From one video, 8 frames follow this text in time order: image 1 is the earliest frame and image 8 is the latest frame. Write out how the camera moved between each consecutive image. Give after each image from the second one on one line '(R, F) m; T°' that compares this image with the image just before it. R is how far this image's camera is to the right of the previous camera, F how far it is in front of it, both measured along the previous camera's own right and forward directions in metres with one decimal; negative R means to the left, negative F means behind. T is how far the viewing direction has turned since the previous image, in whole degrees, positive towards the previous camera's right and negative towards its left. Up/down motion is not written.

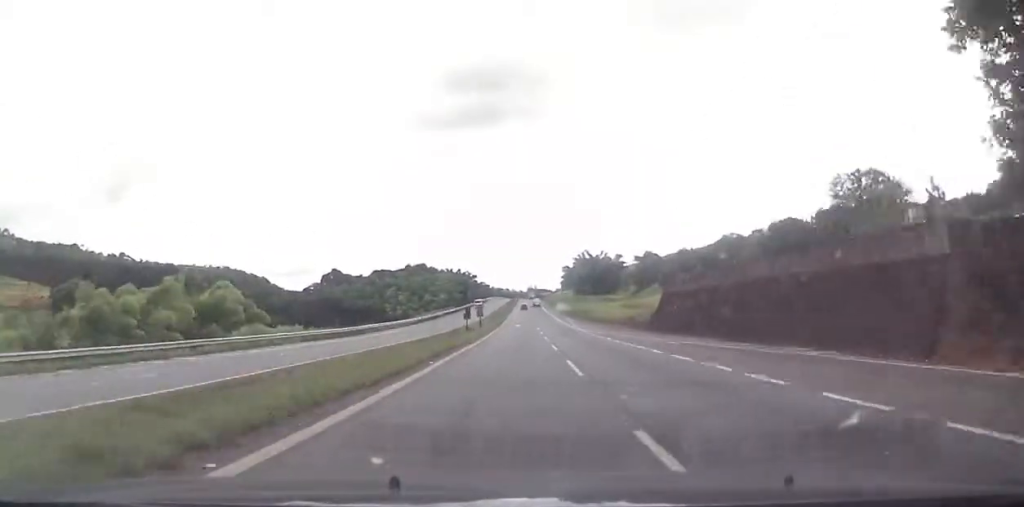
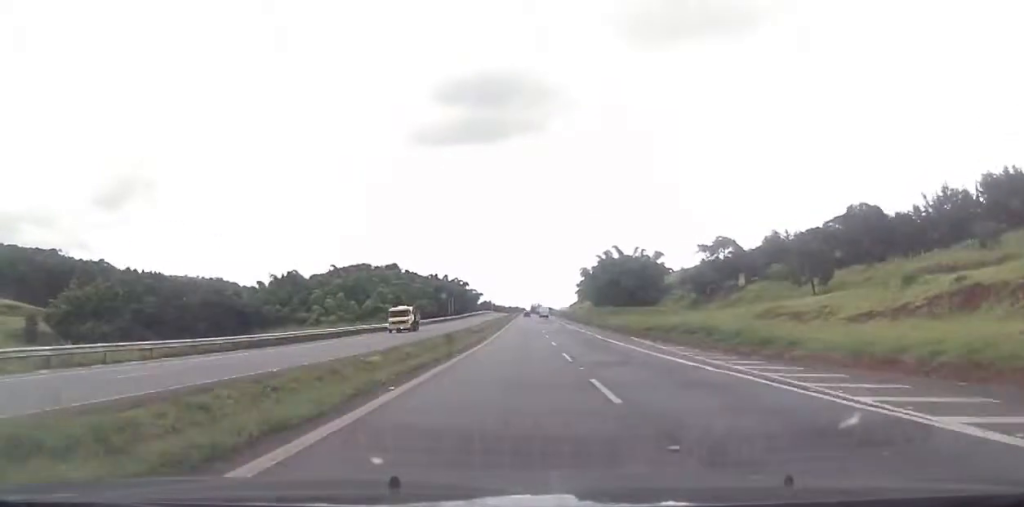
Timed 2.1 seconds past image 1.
(0.0, +75.0) m; 0°
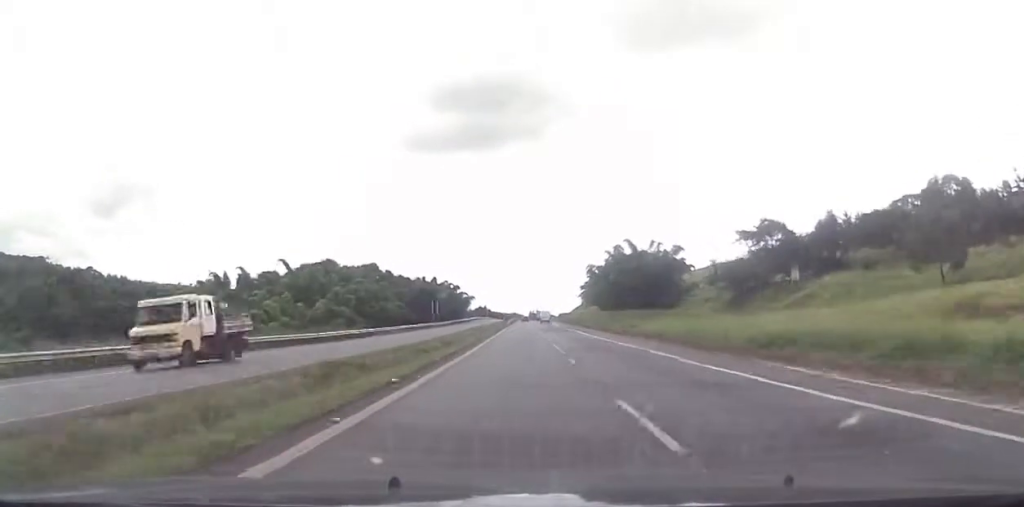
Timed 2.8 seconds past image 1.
(+0.2, +27.9) m; 0°
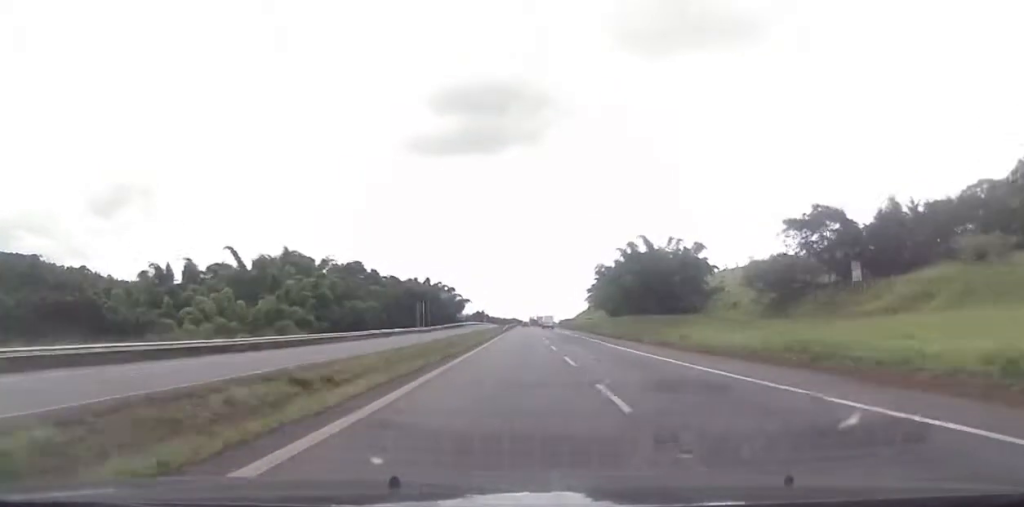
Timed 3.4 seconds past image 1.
(-0.3, +20.6) m; 0°
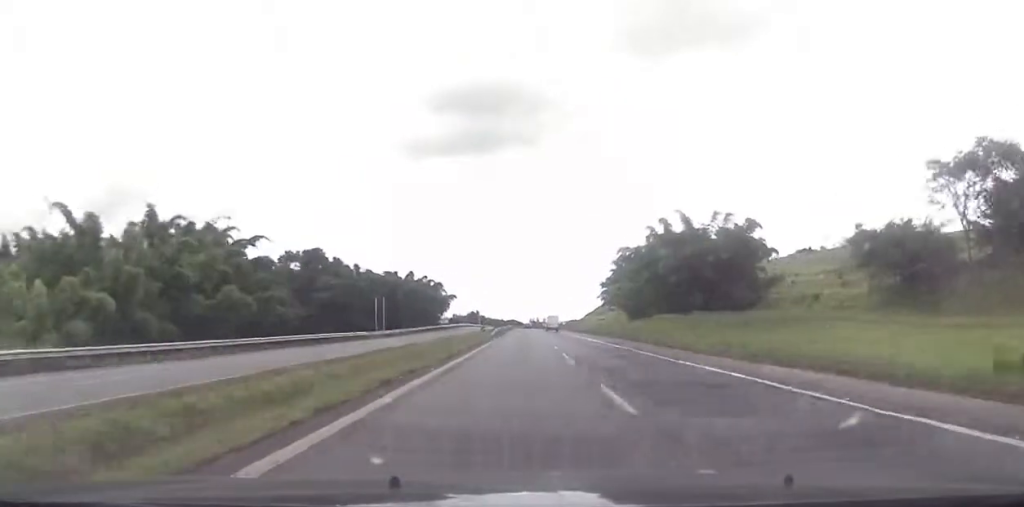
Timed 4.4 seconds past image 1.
(+0.3, +36.2) m; 0°
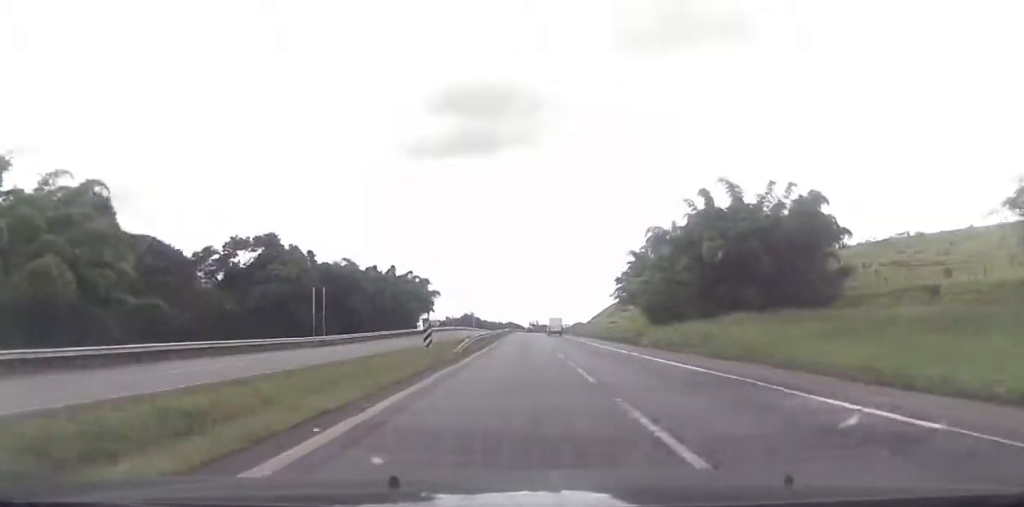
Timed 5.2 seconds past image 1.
(-0.2, +27.6) m; 0°
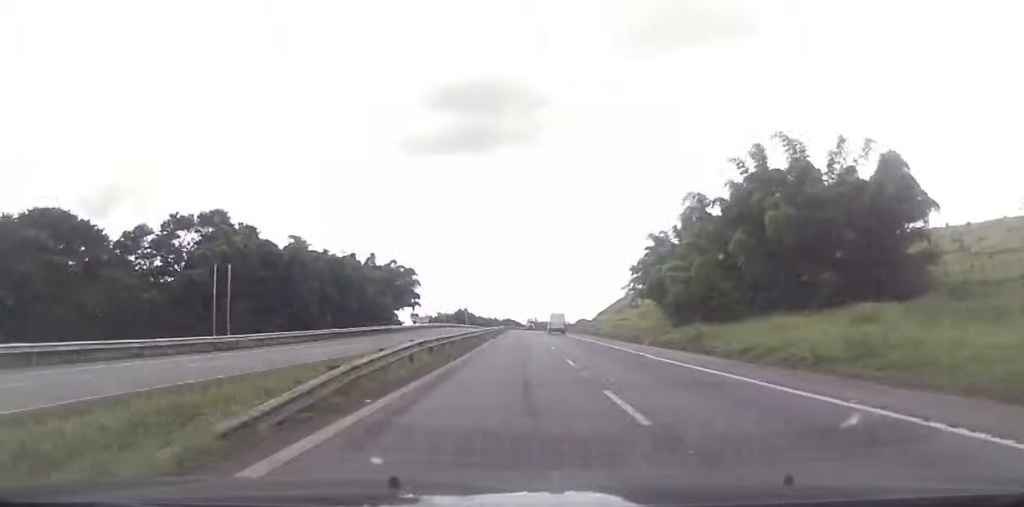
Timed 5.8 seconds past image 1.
(-0.1, +21.5) m; 0°
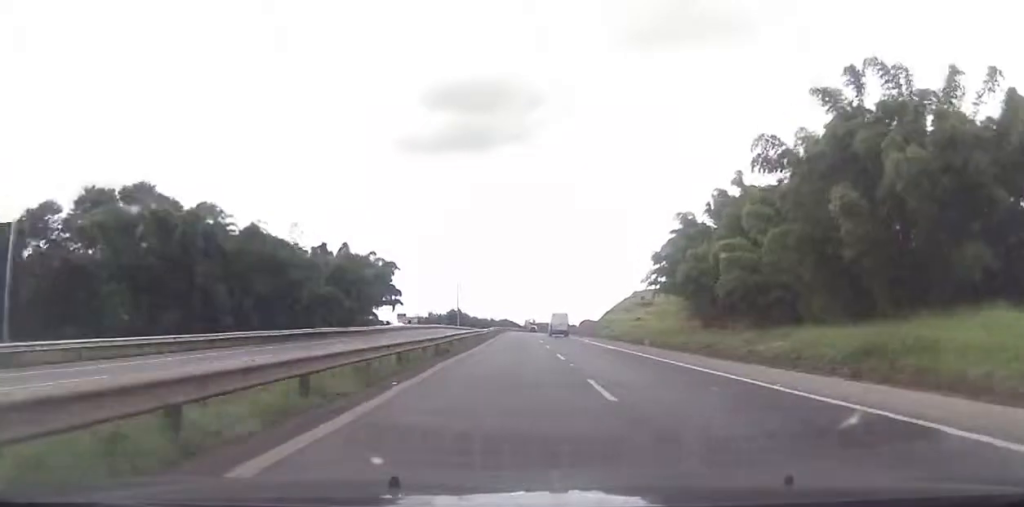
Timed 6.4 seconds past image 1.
(+0.2, +21.3) m; 0°
